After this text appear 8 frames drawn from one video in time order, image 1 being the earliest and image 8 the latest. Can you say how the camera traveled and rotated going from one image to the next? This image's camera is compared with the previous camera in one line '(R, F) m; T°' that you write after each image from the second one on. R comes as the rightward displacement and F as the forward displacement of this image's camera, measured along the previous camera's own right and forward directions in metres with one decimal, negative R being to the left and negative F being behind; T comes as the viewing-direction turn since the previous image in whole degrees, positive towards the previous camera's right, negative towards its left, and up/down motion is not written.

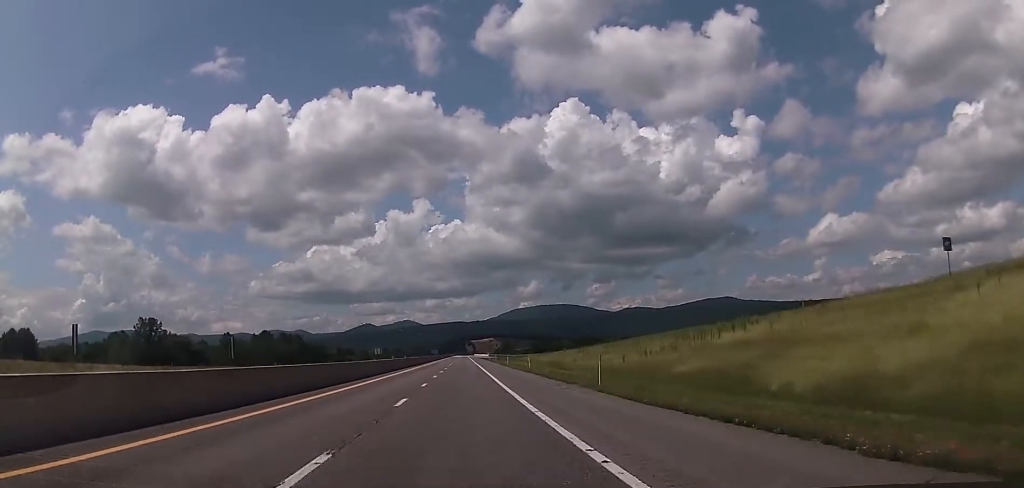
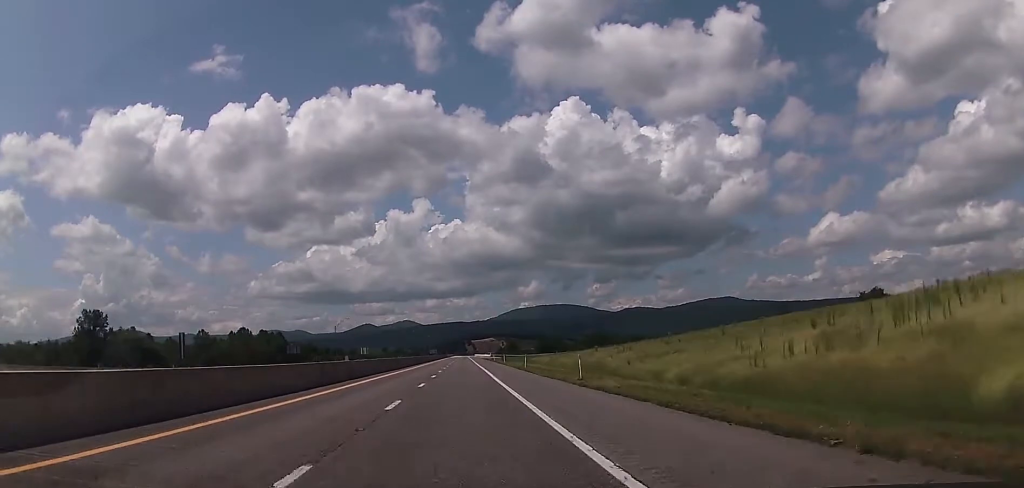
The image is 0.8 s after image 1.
(0.0, +26.3) m; -1°
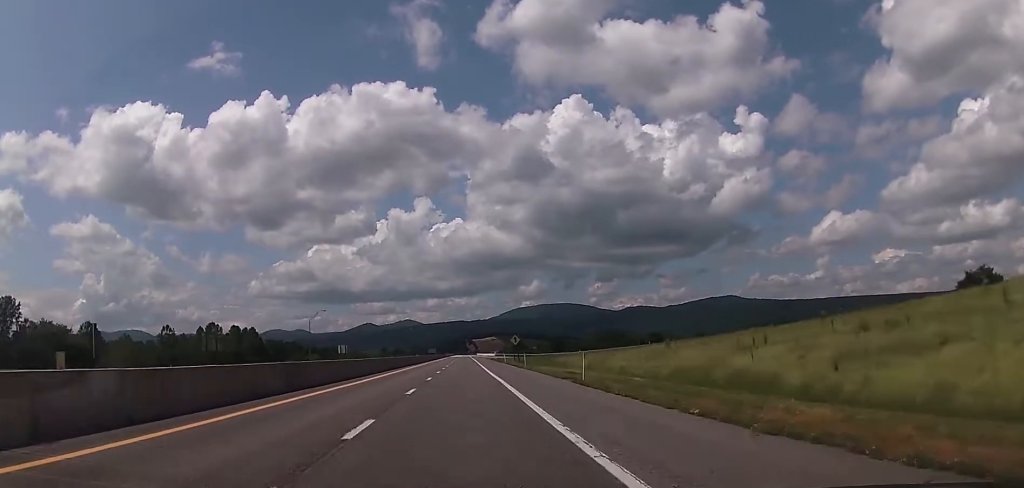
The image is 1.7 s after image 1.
(-0.4, +30.6) m; 0°
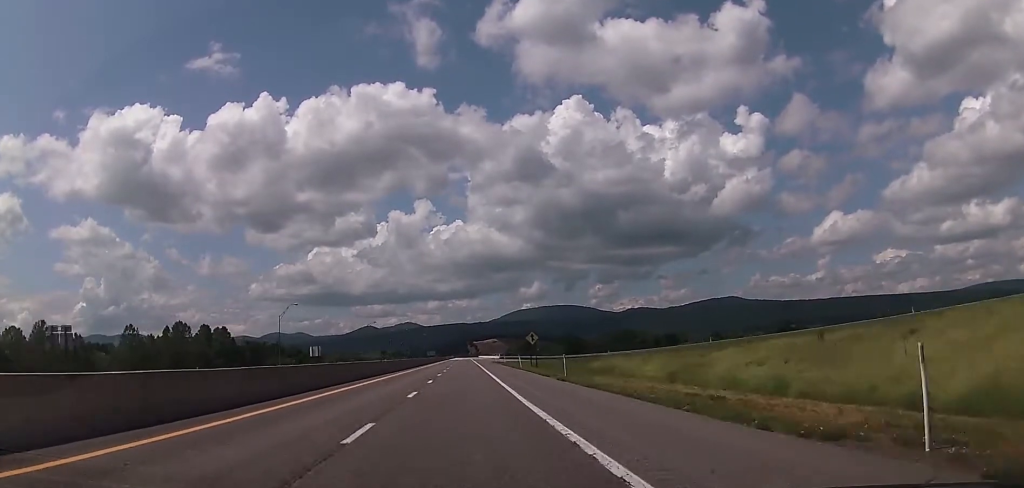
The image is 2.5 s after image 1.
(+0.1, +25.1) m; 0°
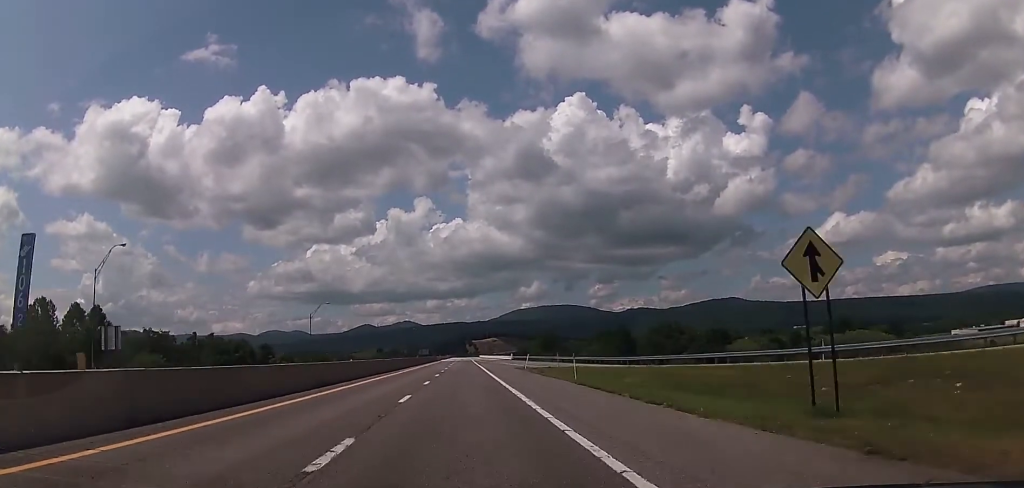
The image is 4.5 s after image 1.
(-0.1, +64.6) m; 0°
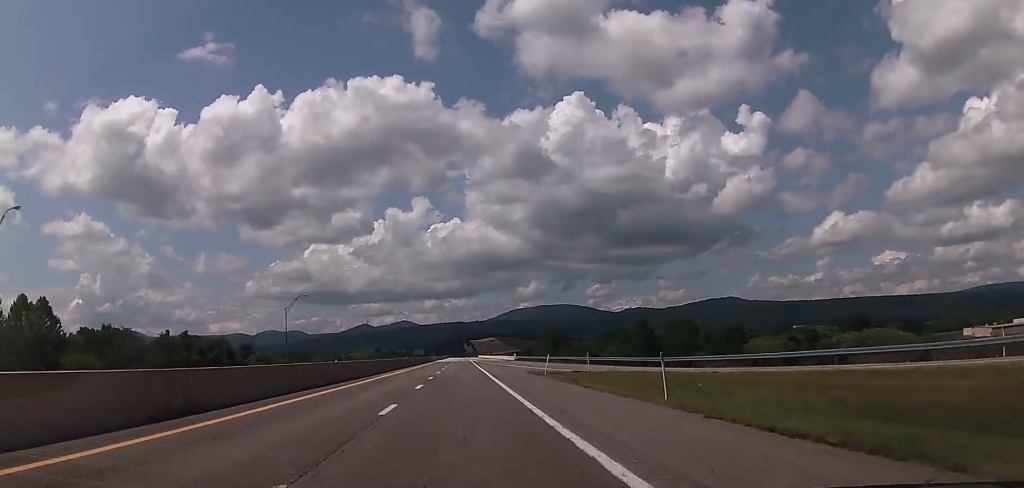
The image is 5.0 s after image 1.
(+0.2, +16.5) m; 0°
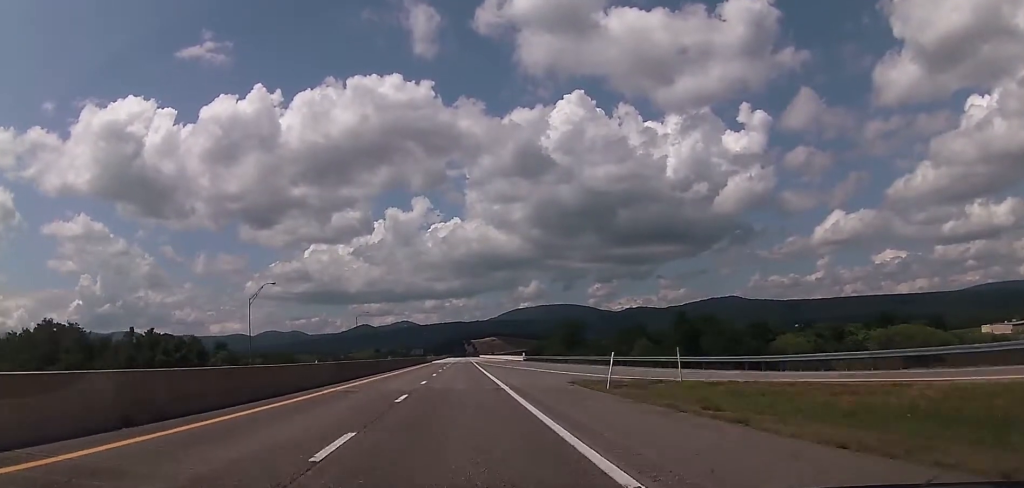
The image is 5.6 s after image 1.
(-0.2, +19.8) m; 0°
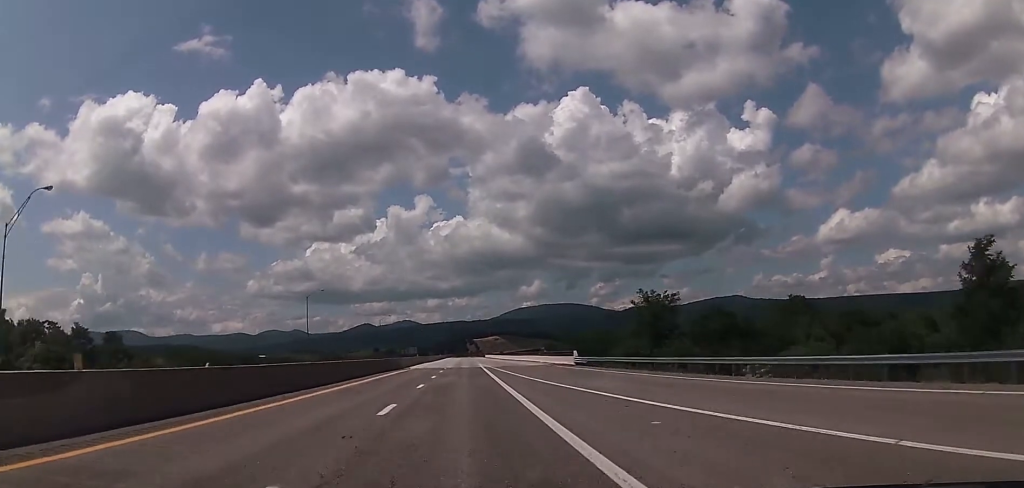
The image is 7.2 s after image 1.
(+0.3, +55.0) m; 0°
